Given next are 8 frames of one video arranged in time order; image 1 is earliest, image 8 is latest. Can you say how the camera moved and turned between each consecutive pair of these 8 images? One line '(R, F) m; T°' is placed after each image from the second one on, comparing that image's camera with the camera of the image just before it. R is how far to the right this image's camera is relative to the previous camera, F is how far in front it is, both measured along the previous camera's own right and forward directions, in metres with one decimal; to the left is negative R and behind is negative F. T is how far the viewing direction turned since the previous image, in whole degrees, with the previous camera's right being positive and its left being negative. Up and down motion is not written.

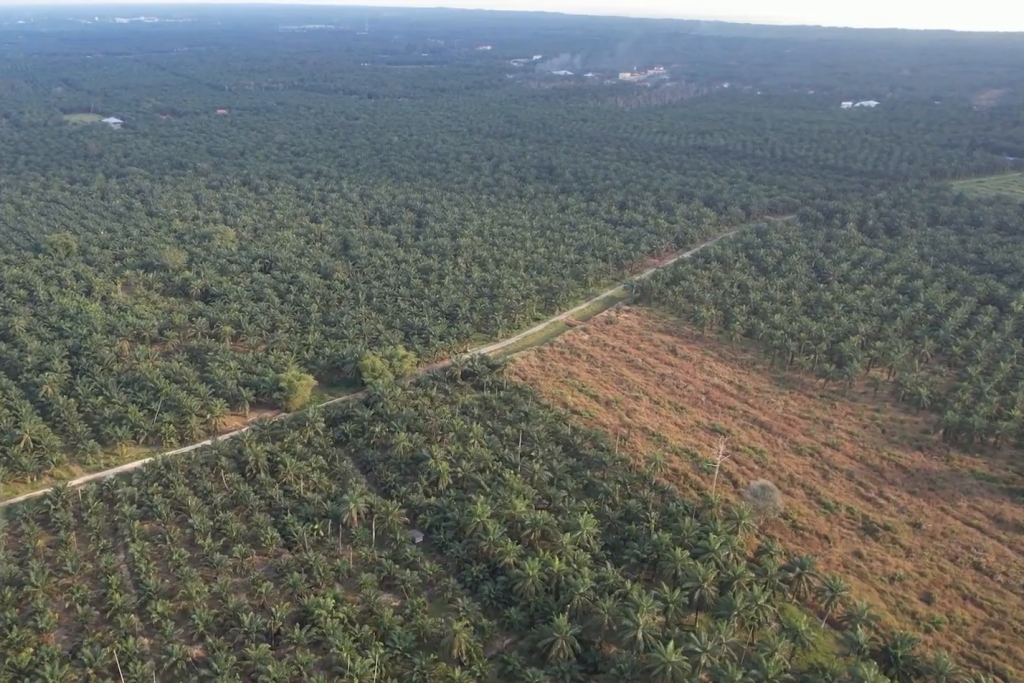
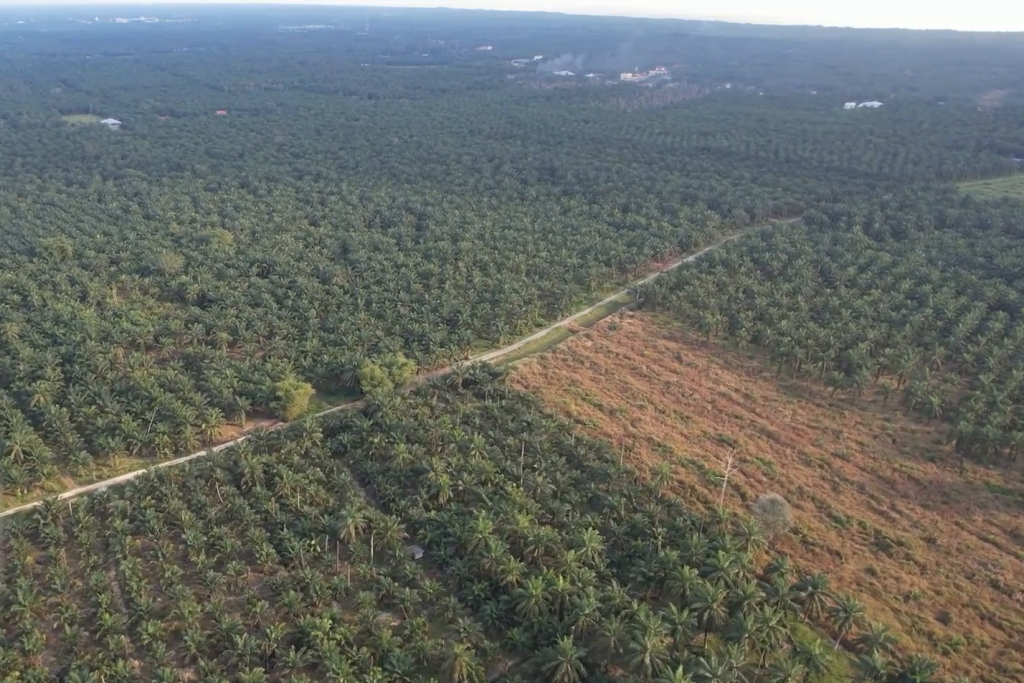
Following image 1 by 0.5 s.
(0.0, +7.1) m; 0°
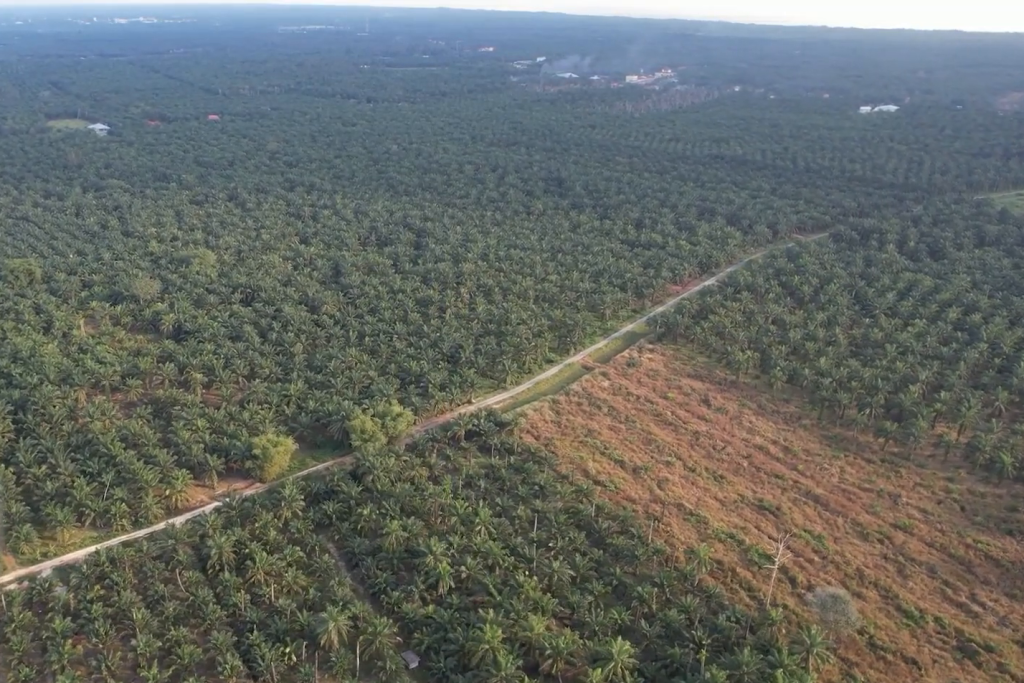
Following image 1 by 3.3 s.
(0.0, +39.9) m; 0°
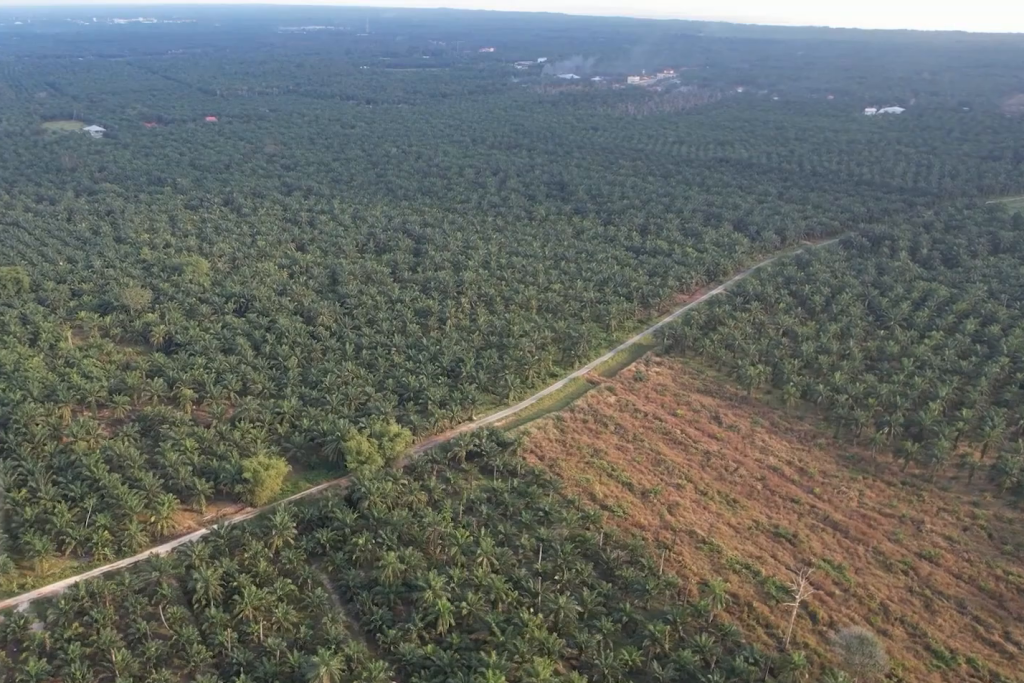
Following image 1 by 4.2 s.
(0.0, +13.1) m; 0°
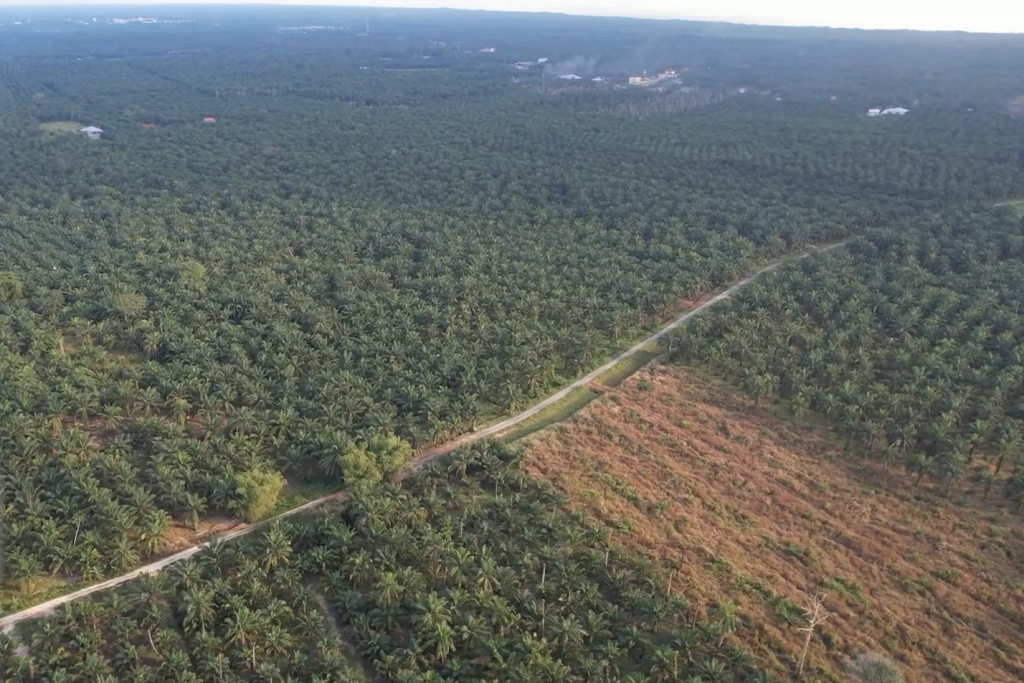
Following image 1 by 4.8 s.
(0.0, +8.4) m; 0°
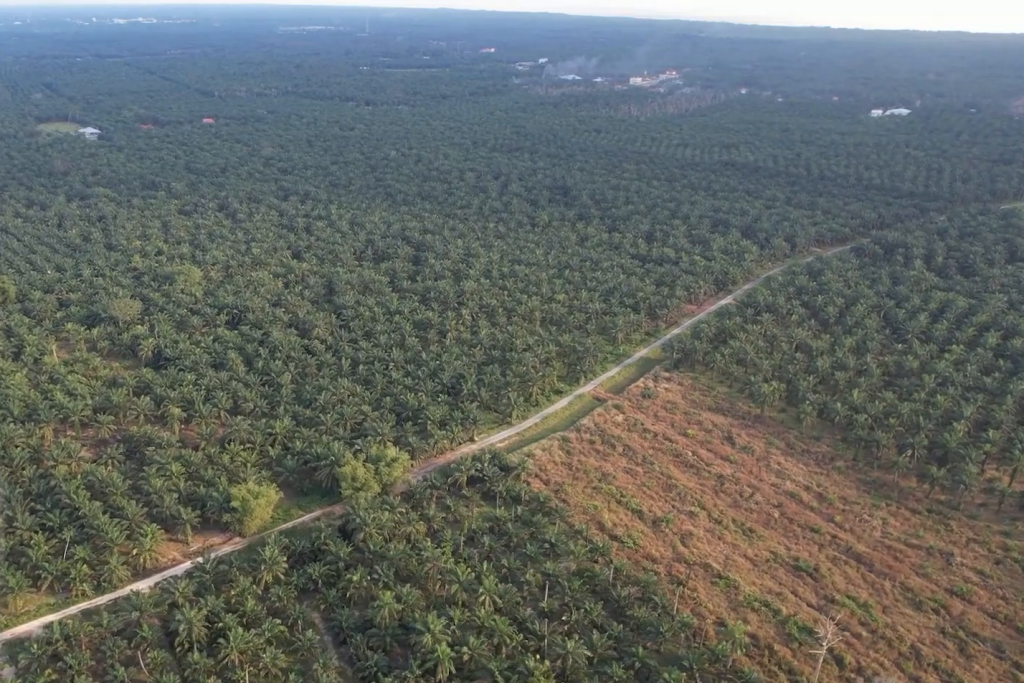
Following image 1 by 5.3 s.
(0.0, +6.6) m; 0°
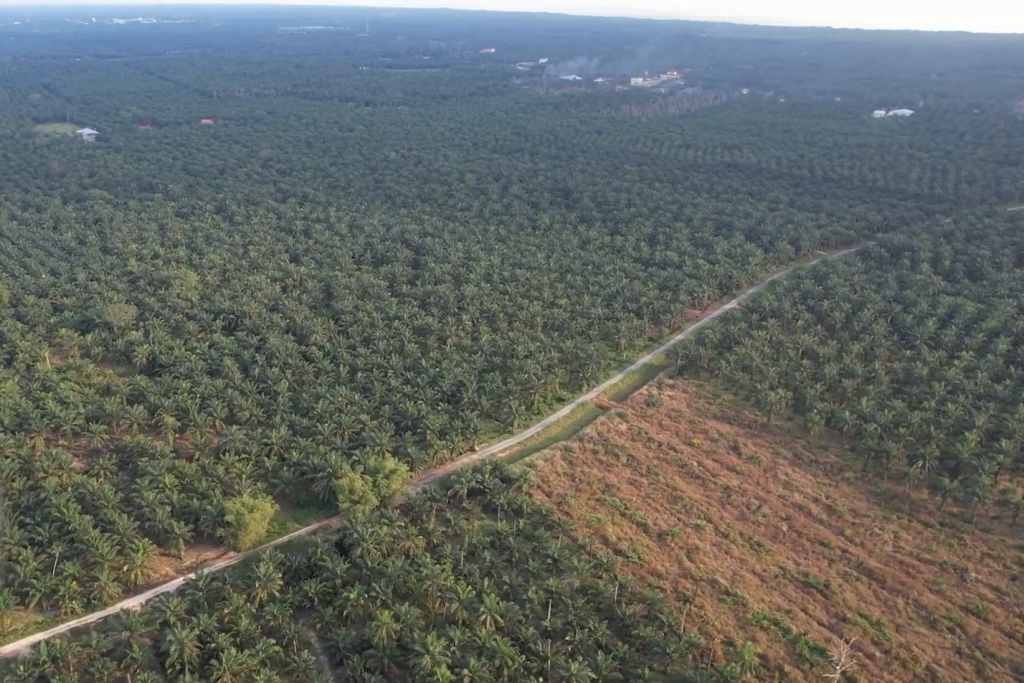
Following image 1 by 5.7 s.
(0.0, +6.6) m; 0°
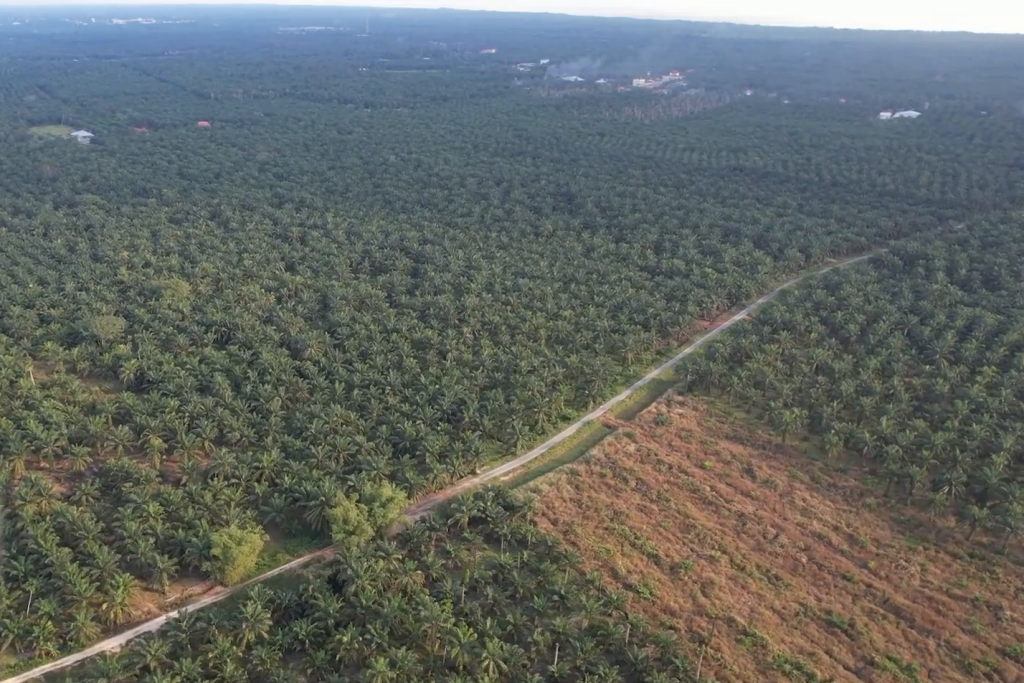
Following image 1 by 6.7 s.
(0.0, +14.3) m; 0°
